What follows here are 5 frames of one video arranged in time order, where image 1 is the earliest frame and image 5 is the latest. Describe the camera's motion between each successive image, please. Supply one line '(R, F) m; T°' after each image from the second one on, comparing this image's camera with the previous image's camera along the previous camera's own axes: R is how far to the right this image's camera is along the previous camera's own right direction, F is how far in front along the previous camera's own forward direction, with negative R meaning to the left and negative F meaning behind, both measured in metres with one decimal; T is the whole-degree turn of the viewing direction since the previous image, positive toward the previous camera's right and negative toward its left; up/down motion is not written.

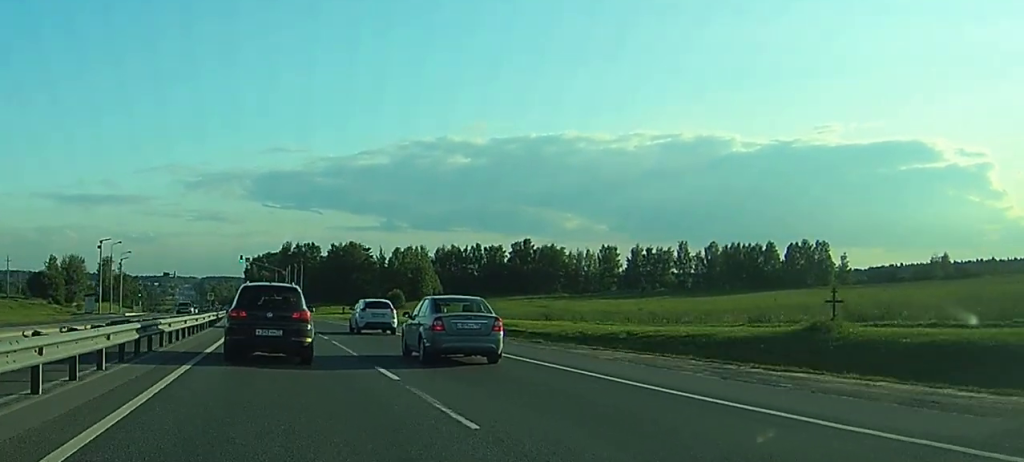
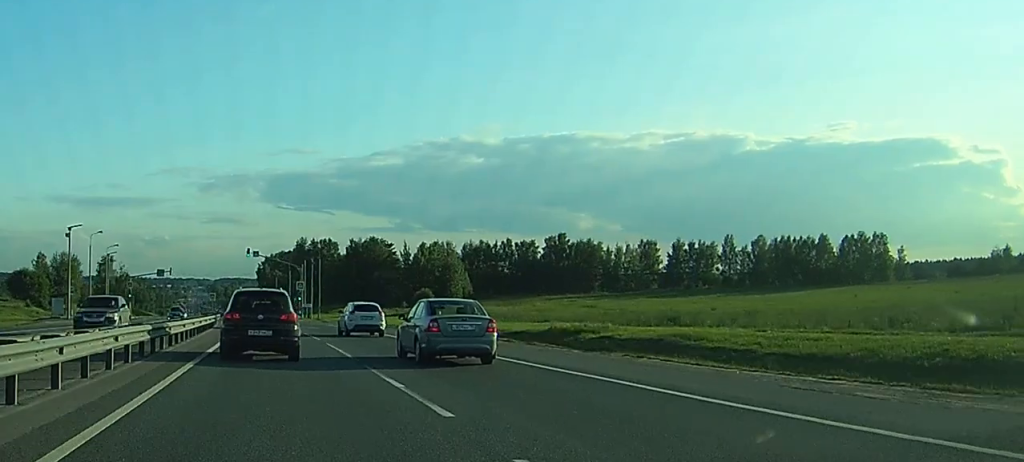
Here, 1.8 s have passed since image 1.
(0.0, +22.1) m; -1°
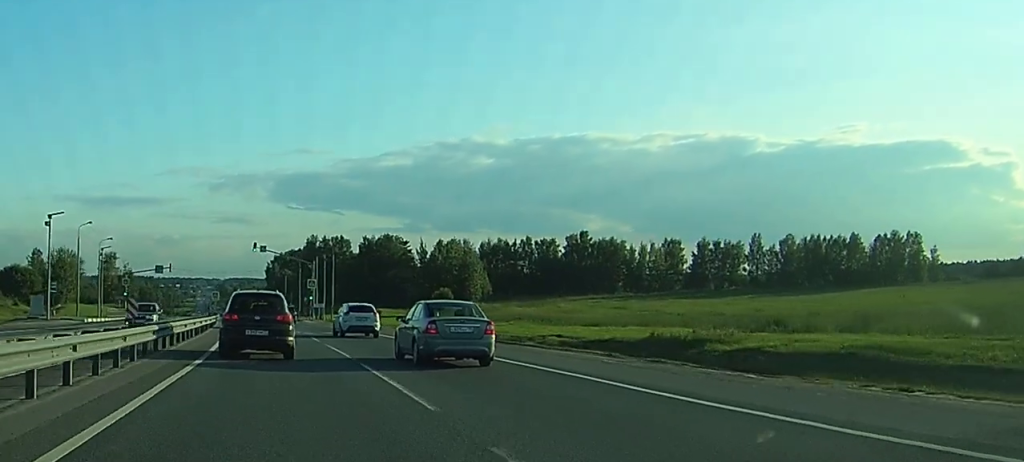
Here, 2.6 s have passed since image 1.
(-0.1, +10.8) m; -2°
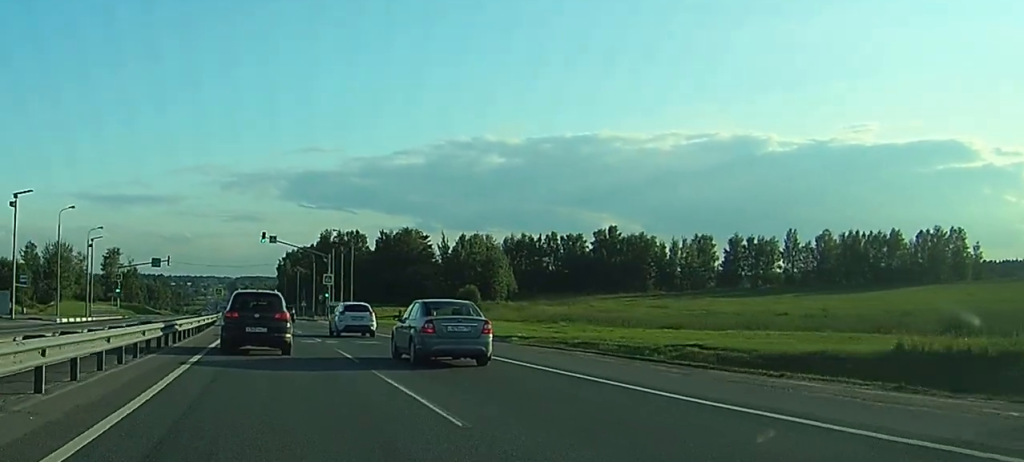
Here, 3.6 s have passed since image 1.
(-0.5, +13.0) m; -2°
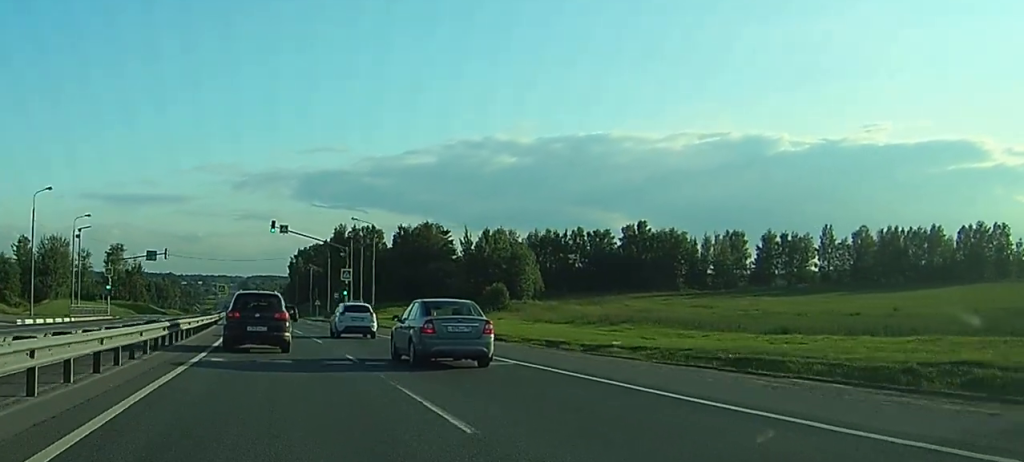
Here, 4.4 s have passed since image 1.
(0.0, +12.0) m; 0°
